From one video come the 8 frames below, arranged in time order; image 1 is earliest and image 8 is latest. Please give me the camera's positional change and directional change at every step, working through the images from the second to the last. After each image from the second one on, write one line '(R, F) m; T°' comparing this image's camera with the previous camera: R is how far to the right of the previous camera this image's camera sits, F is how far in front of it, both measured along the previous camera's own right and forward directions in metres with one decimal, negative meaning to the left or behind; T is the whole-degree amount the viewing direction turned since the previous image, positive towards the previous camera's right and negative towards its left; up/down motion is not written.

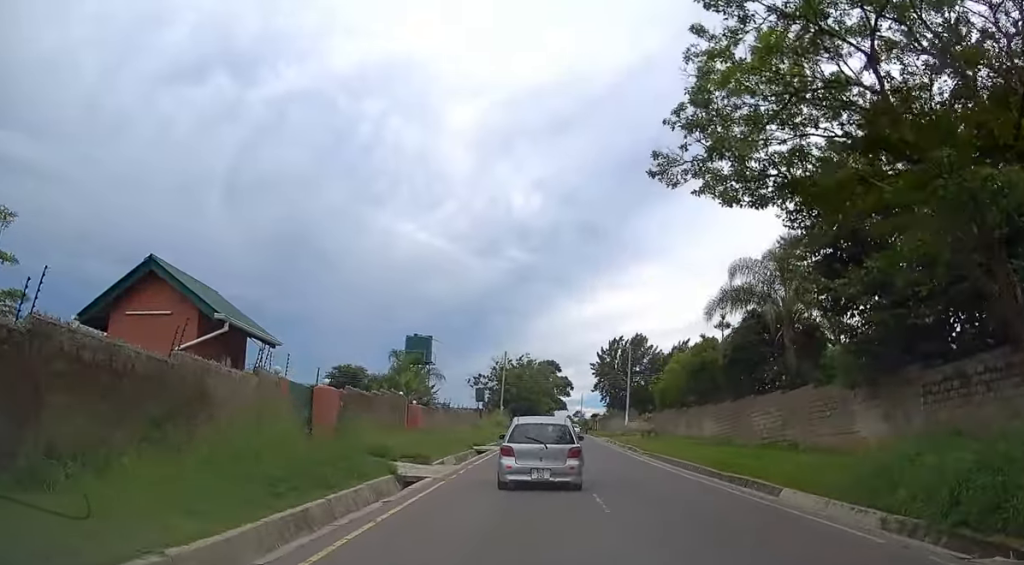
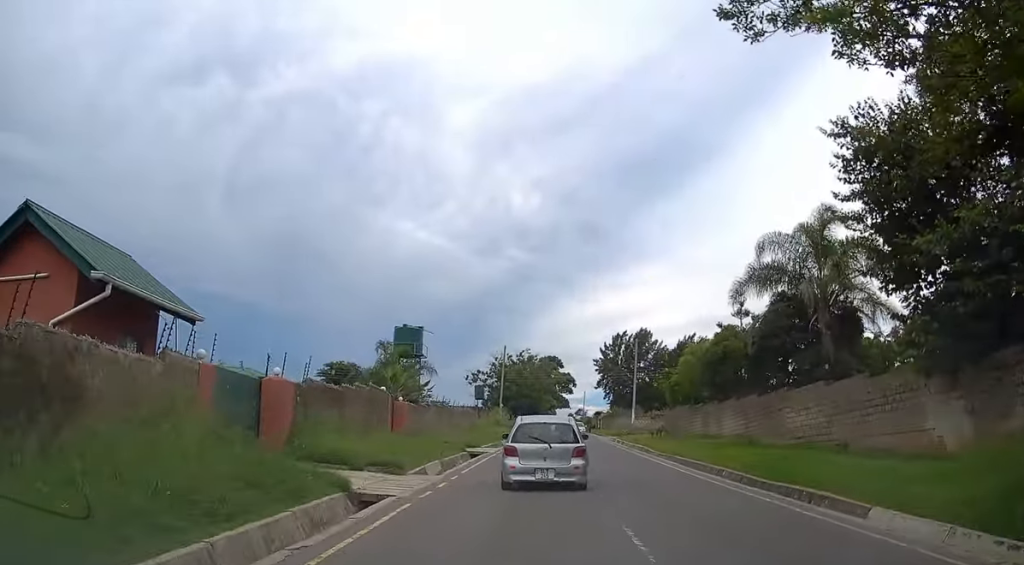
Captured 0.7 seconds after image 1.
(0.0, +4.4) m; 0°
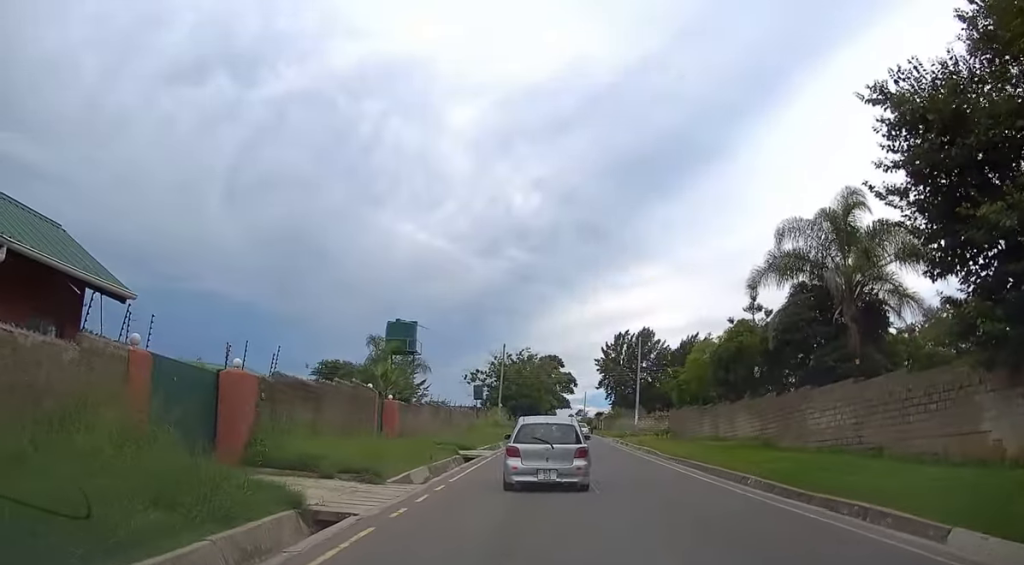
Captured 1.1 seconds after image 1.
(0.0, +2.6) m; 0°
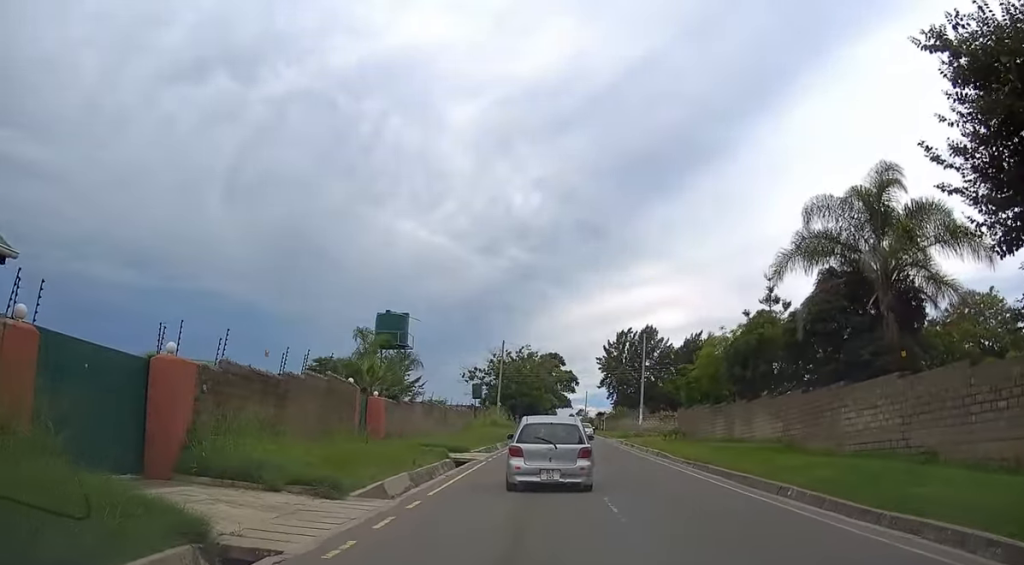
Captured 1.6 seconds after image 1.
(0.0, +3.0) m; -1°
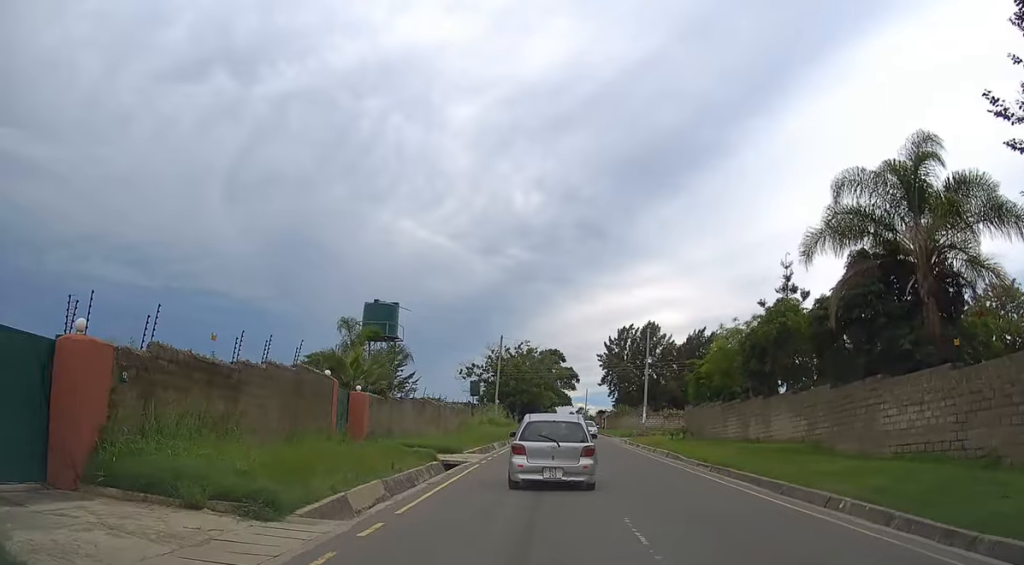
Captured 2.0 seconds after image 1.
(0.0, +2.8) m; -1°
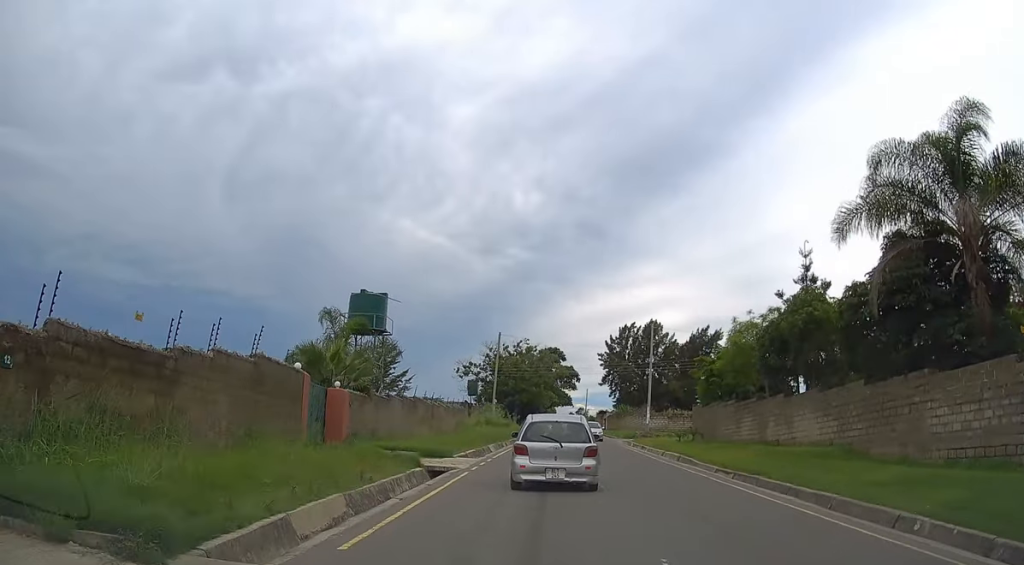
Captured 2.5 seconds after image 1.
(0.0, +2.8) m; -1°
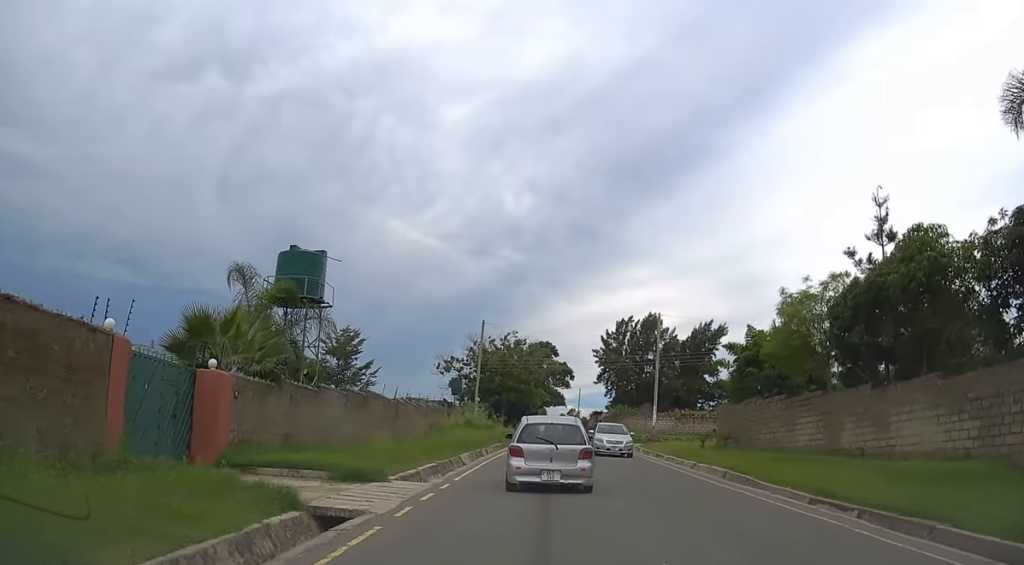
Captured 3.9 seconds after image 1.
(-0.1, +9.2) m; 0°
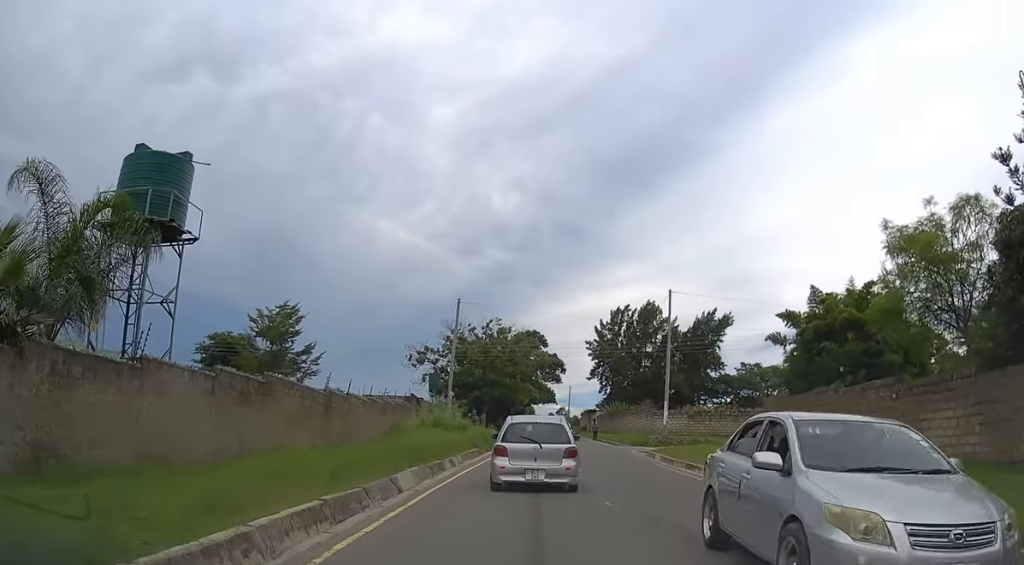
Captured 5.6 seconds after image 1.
(+0.2, +10.2) m; +3°
